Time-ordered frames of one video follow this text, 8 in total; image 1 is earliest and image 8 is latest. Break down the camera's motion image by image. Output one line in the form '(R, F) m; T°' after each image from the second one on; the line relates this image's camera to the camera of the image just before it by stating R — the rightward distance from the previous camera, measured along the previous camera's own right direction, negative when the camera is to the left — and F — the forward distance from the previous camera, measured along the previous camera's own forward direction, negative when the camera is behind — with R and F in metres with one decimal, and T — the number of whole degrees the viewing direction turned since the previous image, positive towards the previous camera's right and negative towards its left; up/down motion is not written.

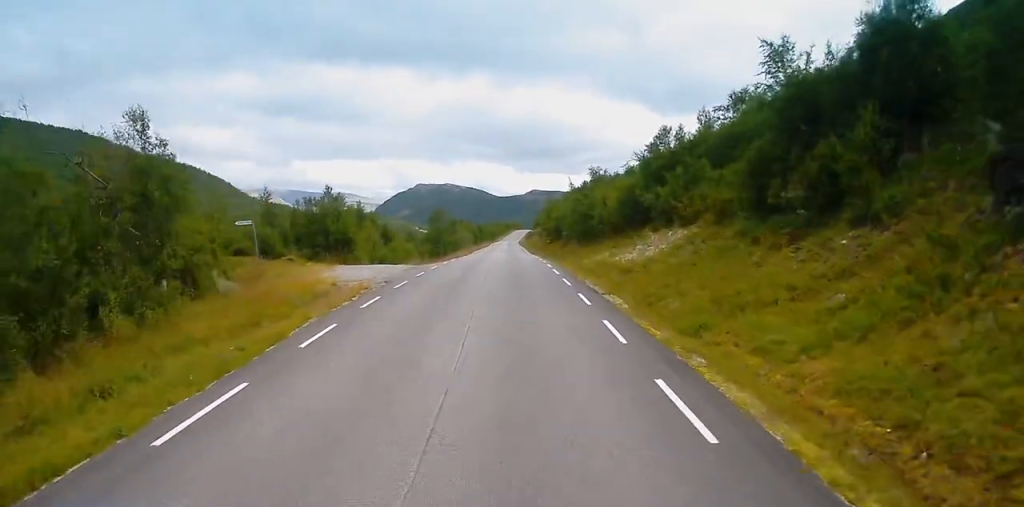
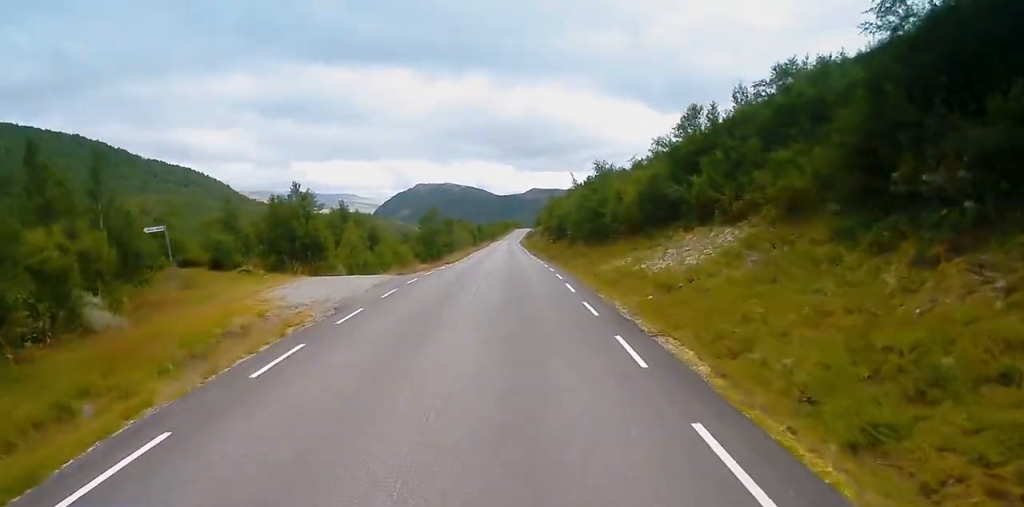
(-0.3, +8.4) m; -1°
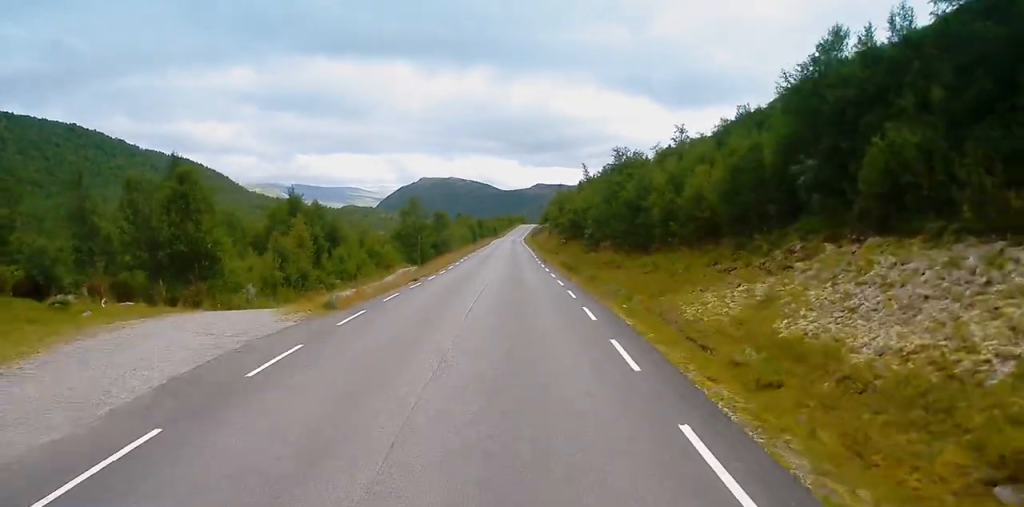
(+0.1, +18.2) m; +1°
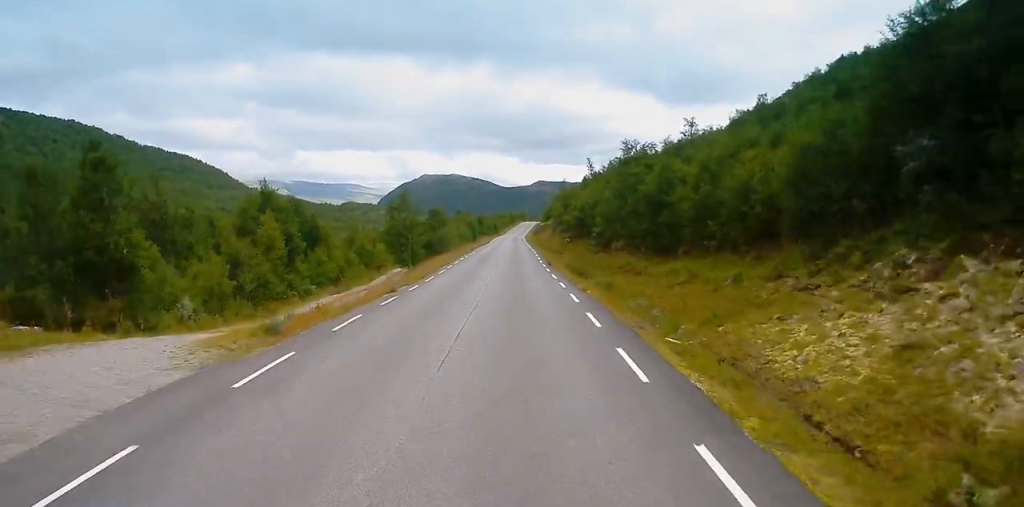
(0.0, +6.8) m; 0°
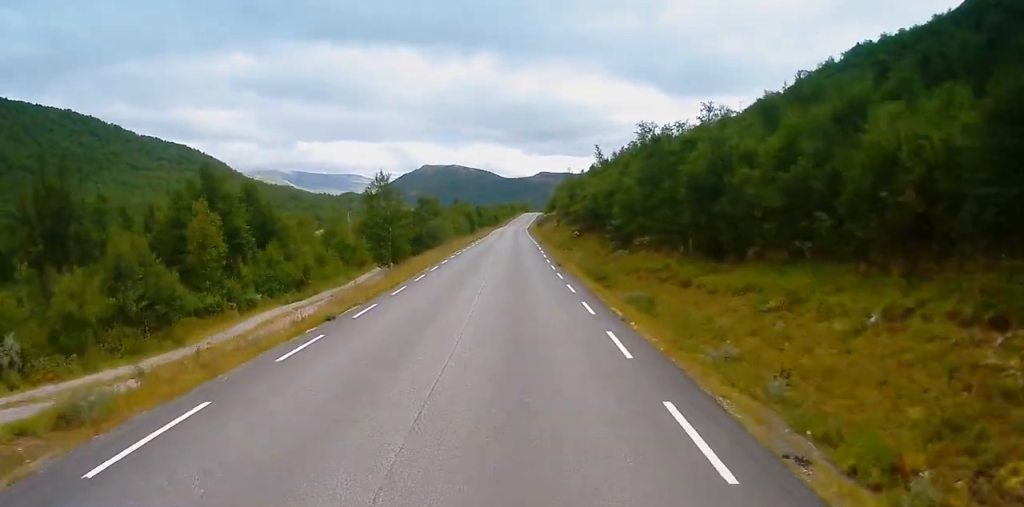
(0.0, +10.3) m; 0°
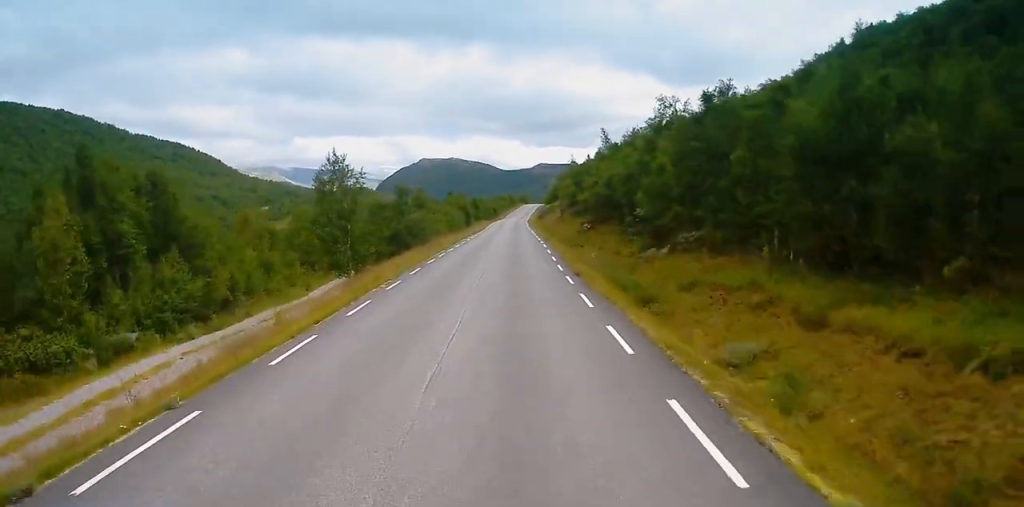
(0.0, +12.5) m; -1°
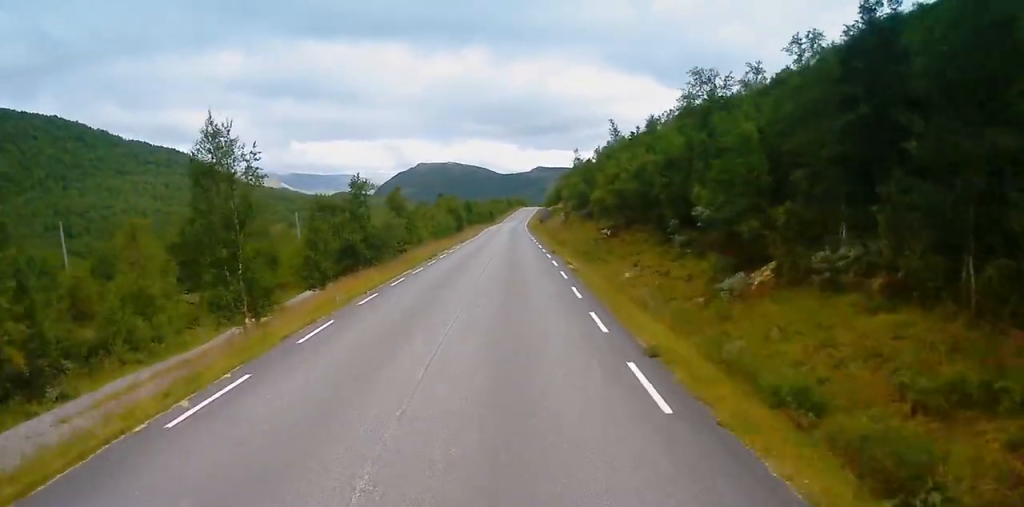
(-0.2, +15.7) m; 0°
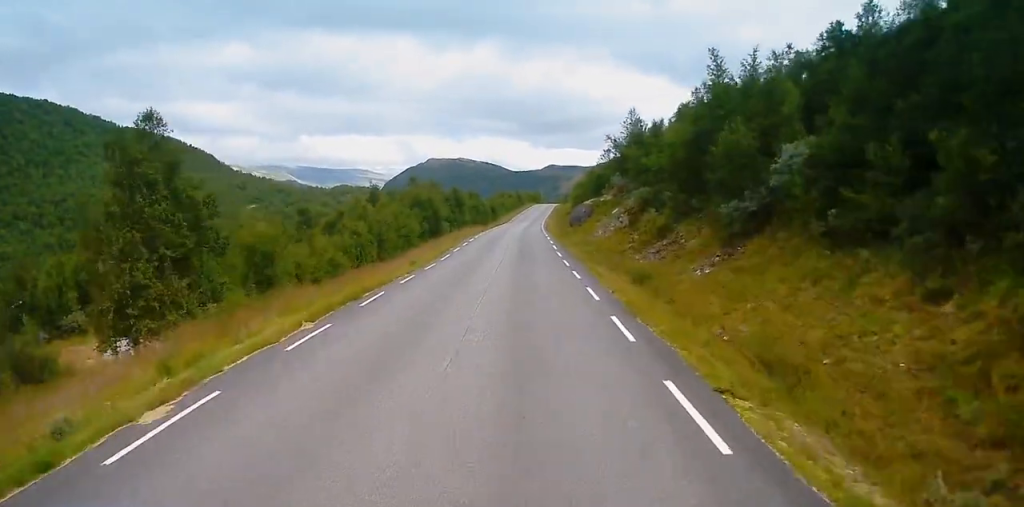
(+0.1, +49.9) m; 0°
